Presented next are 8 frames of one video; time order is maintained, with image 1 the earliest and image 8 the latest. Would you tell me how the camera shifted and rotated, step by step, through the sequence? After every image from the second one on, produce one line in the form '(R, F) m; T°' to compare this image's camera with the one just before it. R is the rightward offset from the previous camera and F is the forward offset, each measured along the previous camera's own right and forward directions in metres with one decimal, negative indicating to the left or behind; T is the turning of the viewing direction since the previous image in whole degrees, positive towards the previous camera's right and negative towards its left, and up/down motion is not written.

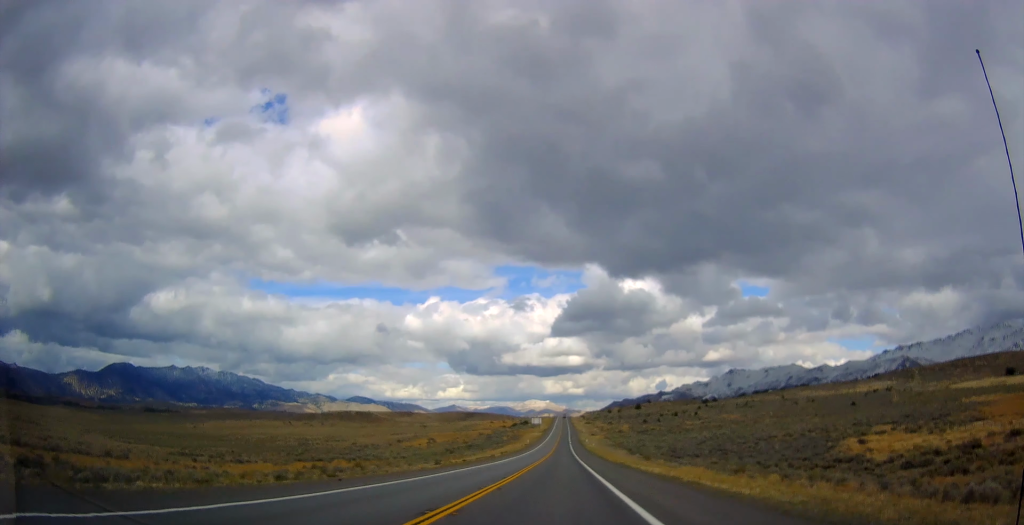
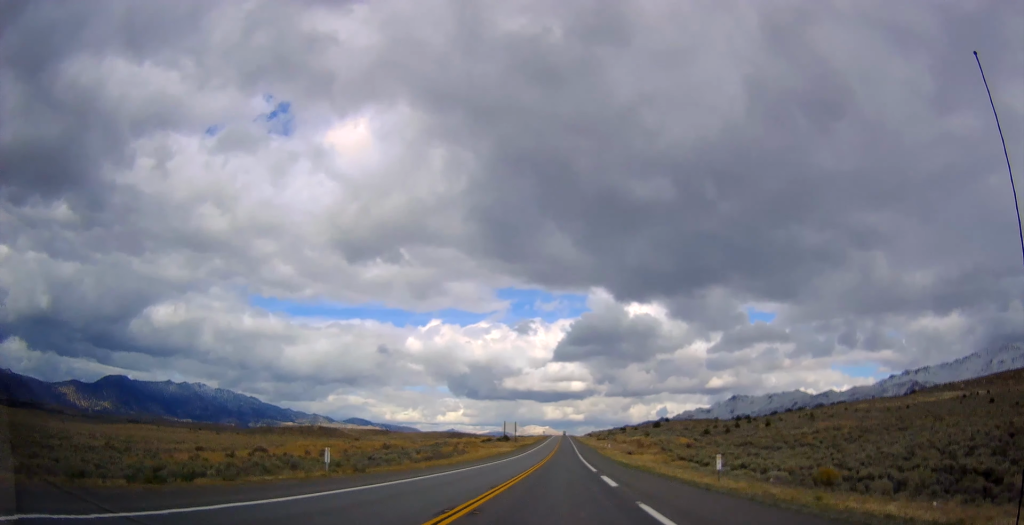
(-1.0, +137.2) m; 0°
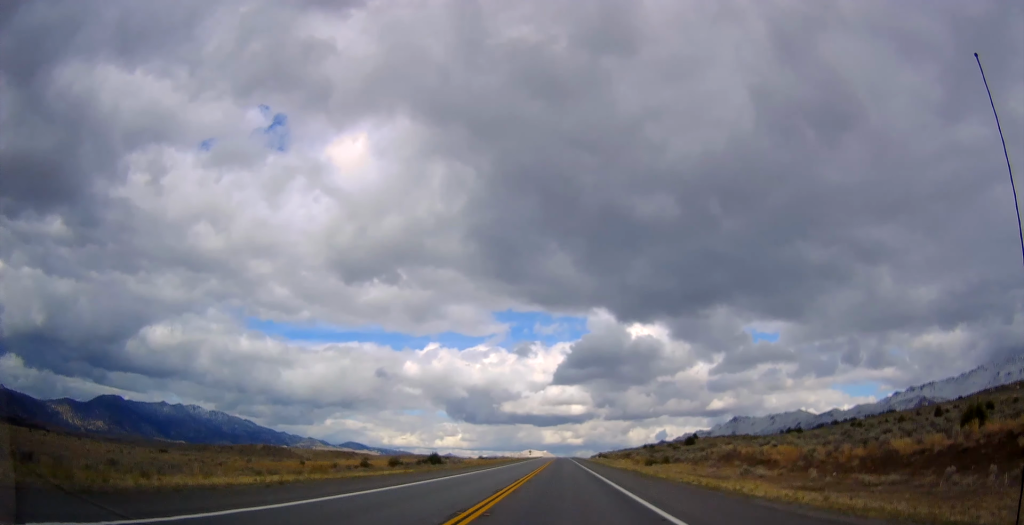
(+1.4, +144.7) m; 0°
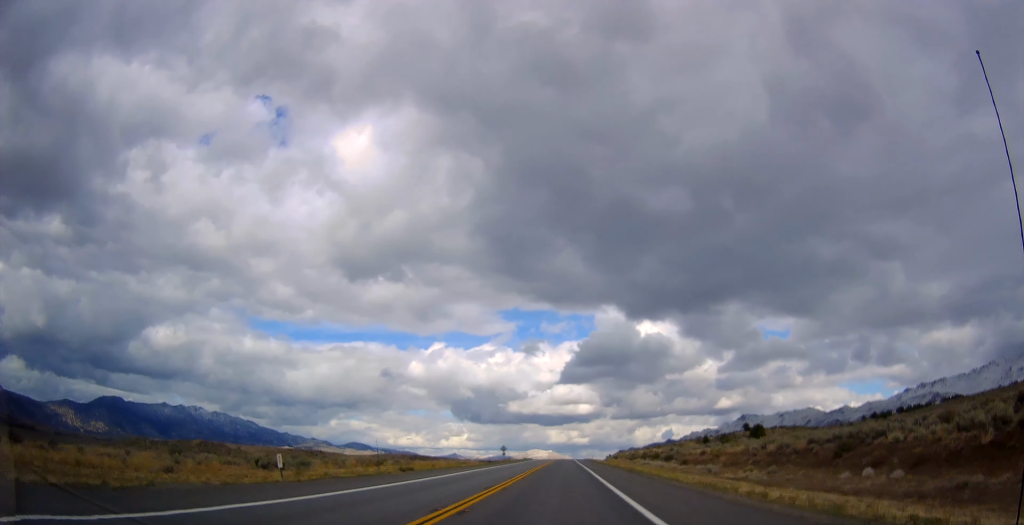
(-1.1, +131.3) m; 0°
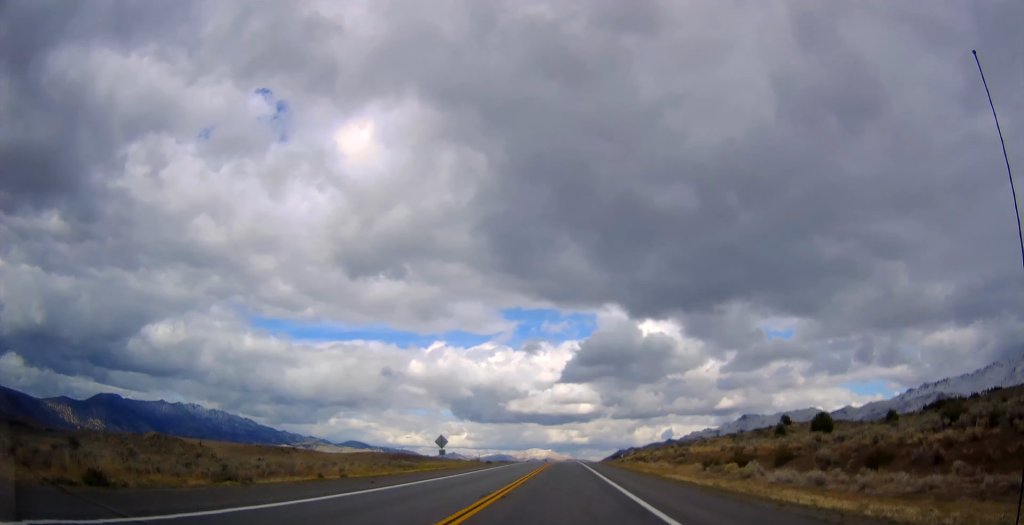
(-0.2, +69.3) m; 0°
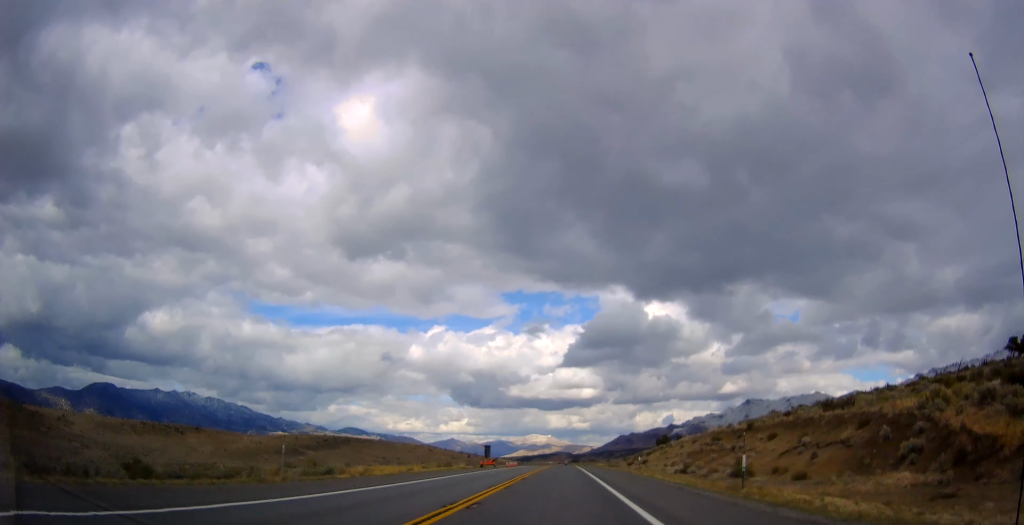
(+0.8, +181.2) m; 0°
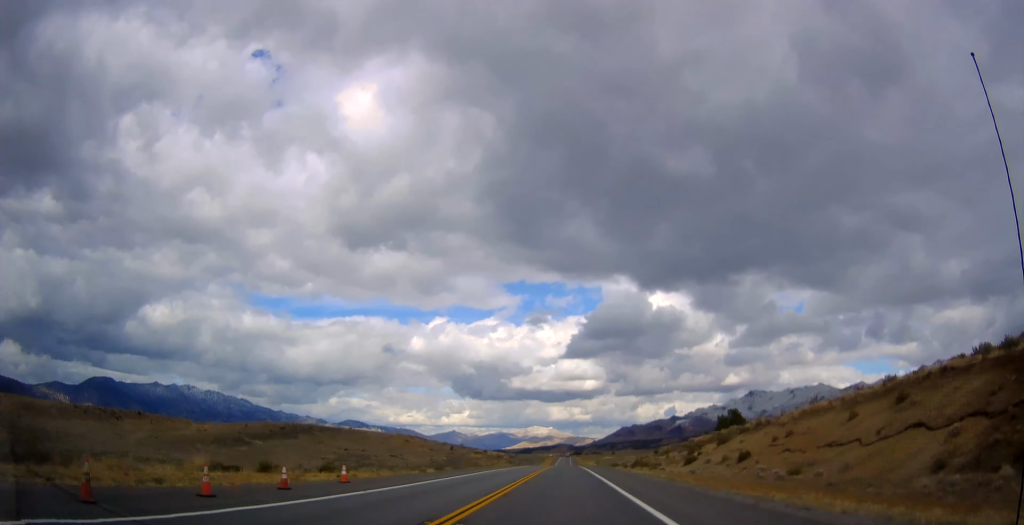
(-0.2, +77.5) m; 0°
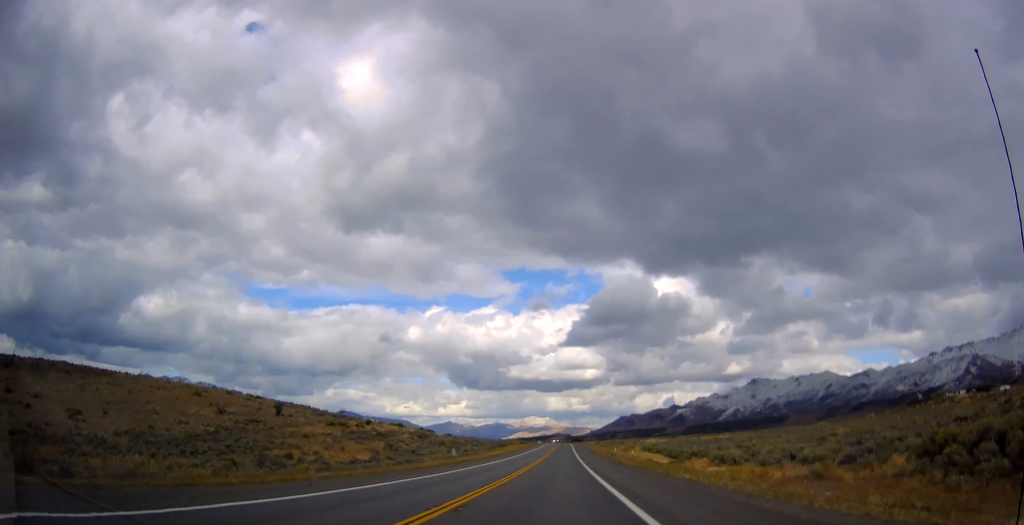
(-0.1, +234.7) m; 0°
